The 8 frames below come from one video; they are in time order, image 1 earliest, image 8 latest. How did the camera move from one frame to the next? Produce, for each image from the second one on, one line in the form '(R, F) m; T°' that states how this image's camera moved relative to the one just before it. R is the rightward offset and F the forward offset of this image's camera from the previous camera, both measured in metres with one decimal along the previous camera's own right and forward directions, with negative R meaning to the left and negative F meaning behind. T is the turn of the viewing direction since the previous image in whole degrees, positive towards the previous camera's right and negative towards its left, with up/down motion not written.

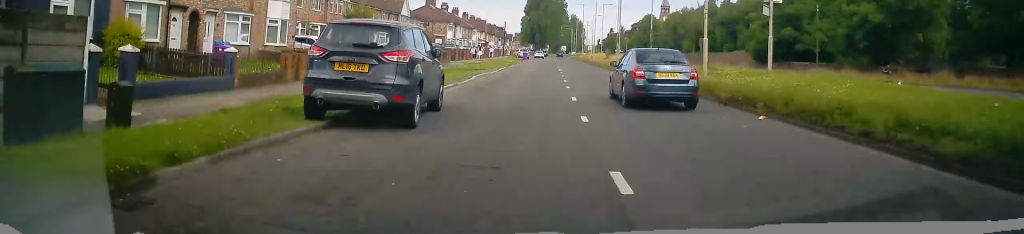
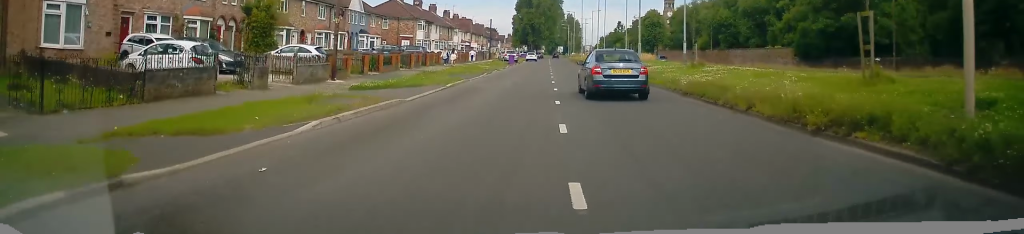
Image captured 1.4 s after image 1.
(-0.3, +16.4) m; 0°
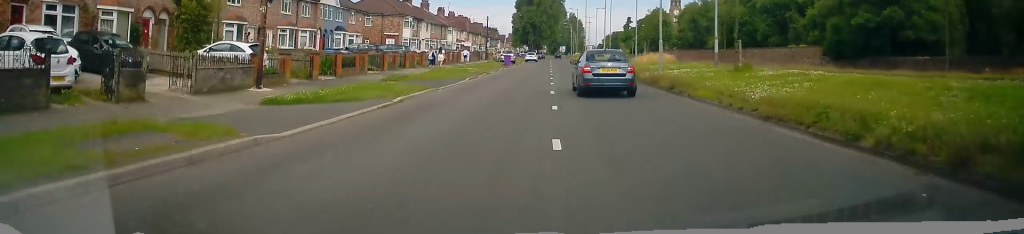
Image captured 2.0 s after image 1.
(+0.2, +7.3) m; +1°
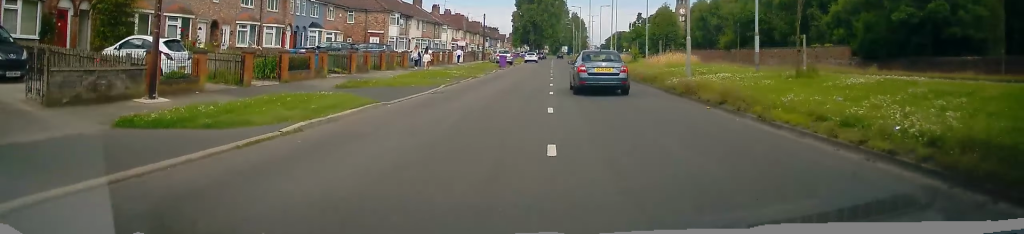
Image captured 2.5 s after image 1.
(+0.1, +6.1) m; +1°
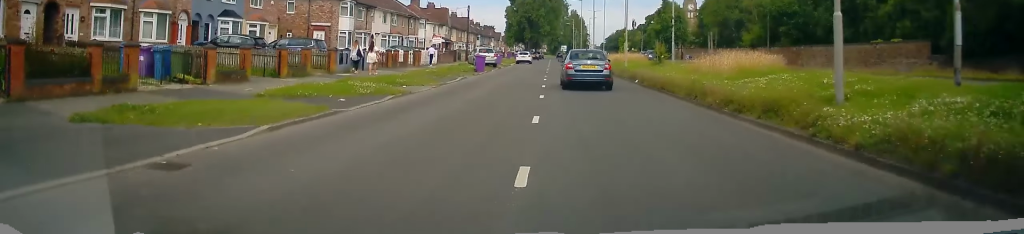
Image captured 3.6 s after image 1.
(+0.1, +13.5) m; 0°
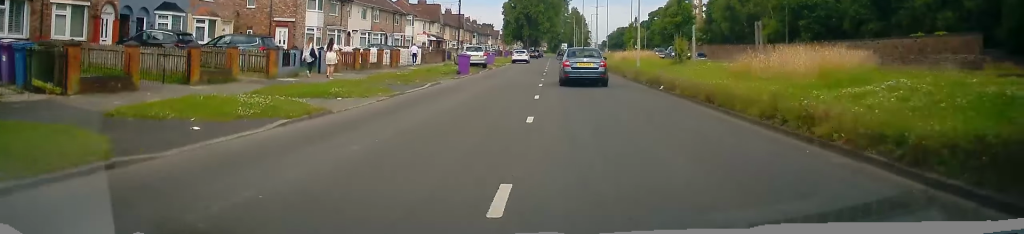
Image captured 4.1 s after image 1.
(0.0, +6.4) m; -1°
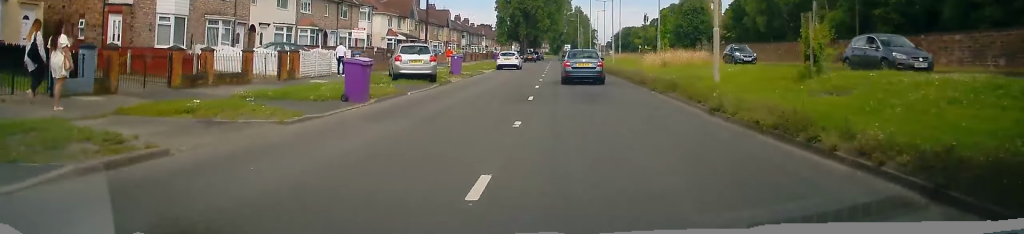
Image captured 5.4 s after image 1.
(-0.4, +16.8) m; -1°
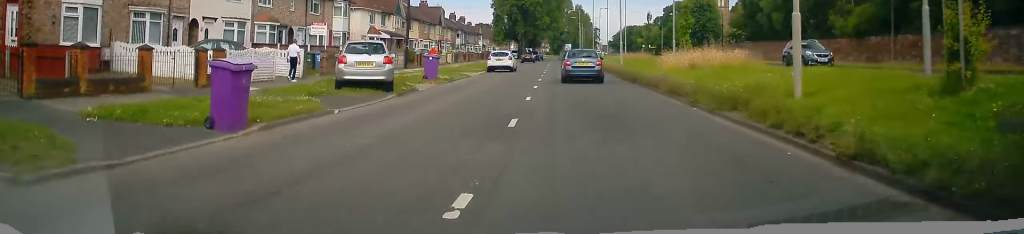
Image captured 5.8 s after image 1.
(+0.1, +6.1) m; 0°
